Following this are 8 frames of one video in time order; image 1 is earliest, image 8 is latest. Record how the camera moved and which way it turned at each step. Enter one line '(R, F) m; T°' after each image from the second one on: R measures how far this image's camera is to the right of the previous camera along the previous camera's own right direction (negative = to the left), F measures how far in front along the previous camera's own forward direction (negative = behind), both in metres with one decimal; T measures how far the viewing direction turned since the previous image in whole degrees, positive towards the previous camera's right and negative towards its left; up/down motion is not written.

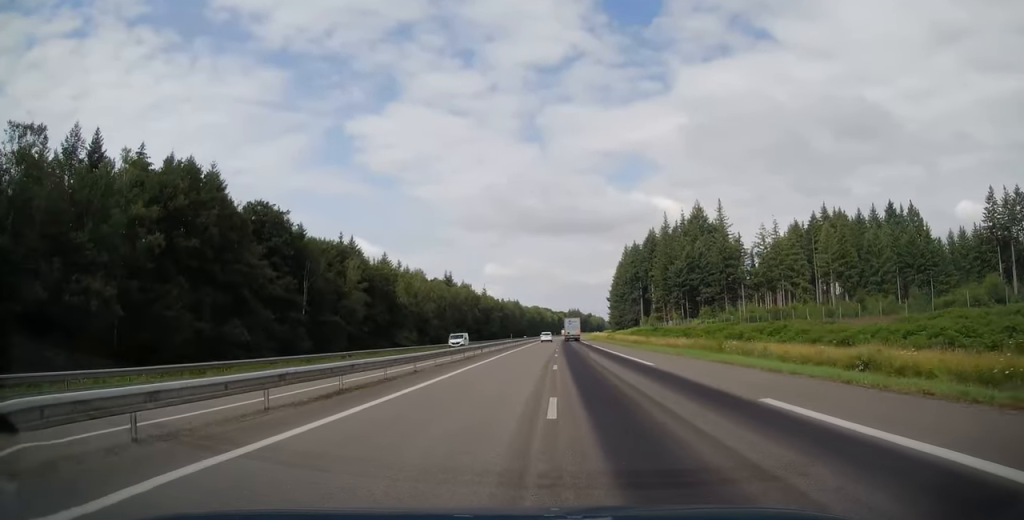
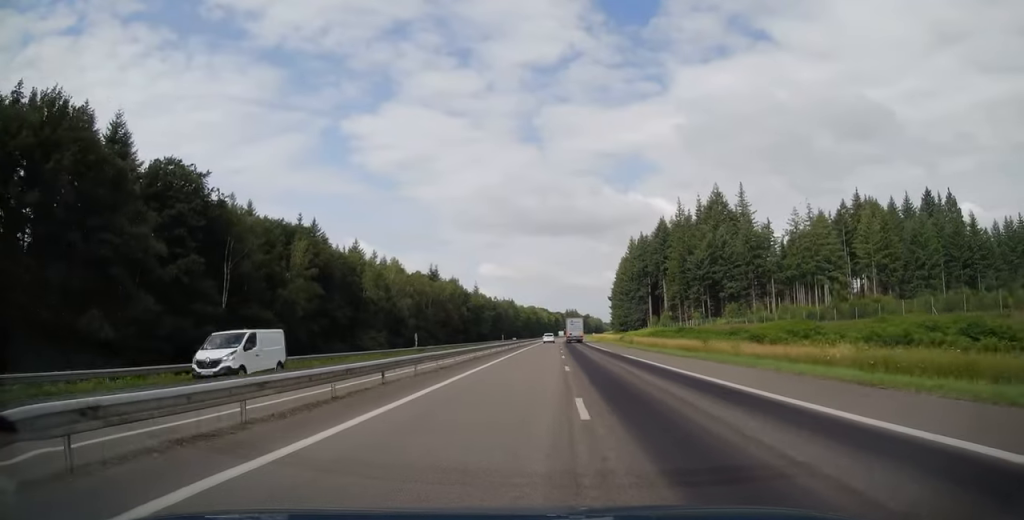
(0.0, +25.6) m; 0°
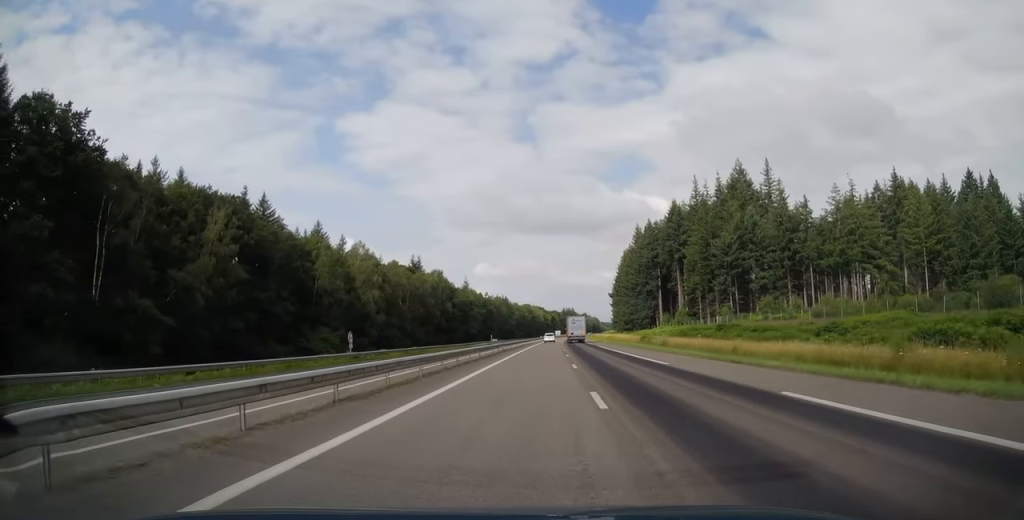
(0.0, +24.5) m; 0°
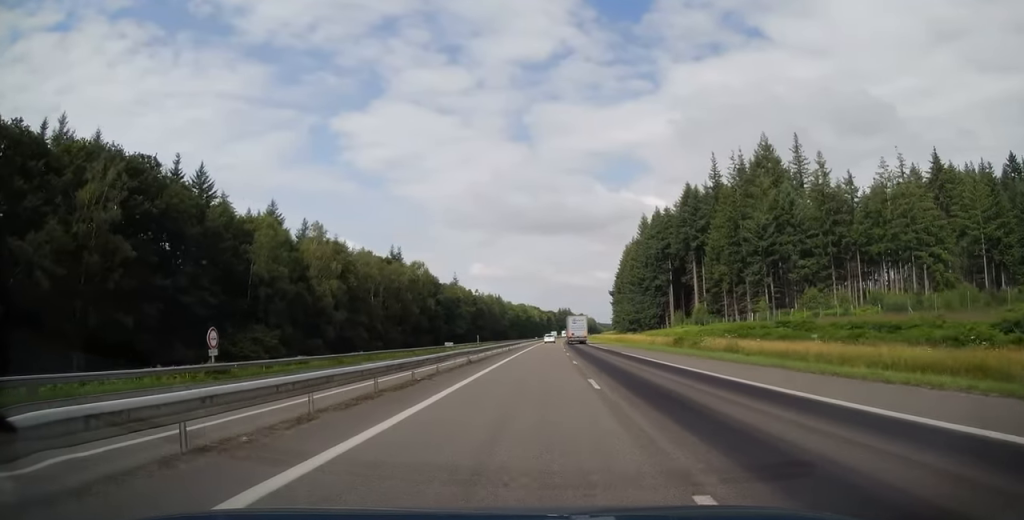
(0.0, +21.6) m; 0°
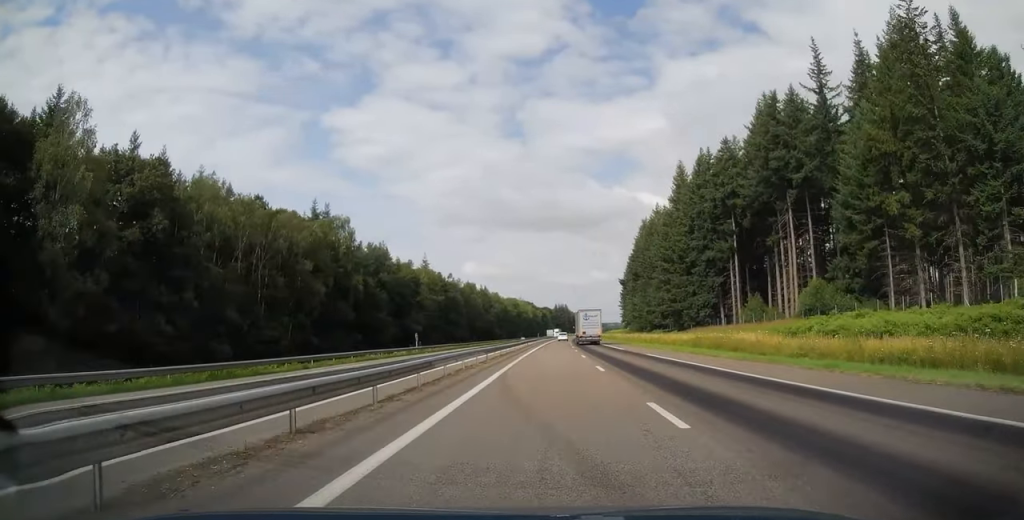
(+0.9, +57.6) m; +2°
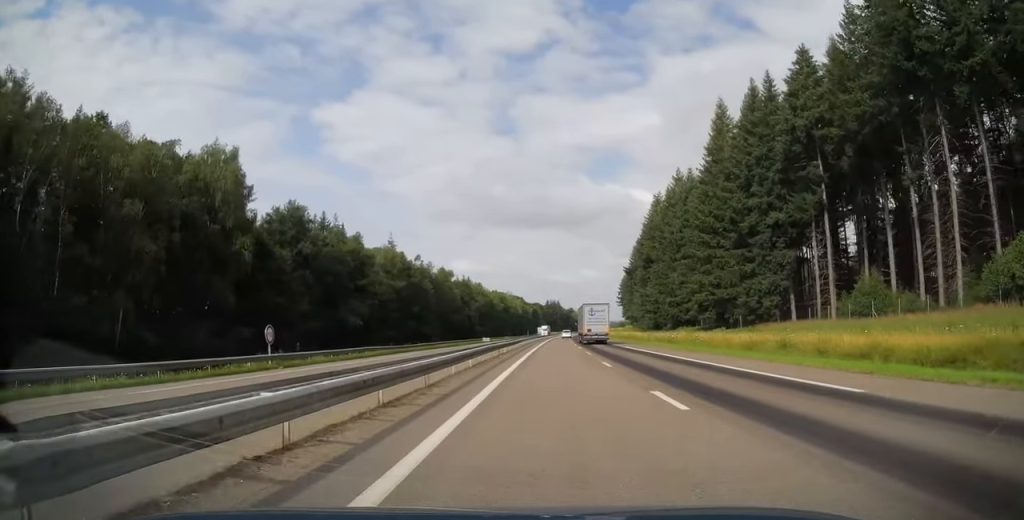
(0.0, +36.8) m; 0°
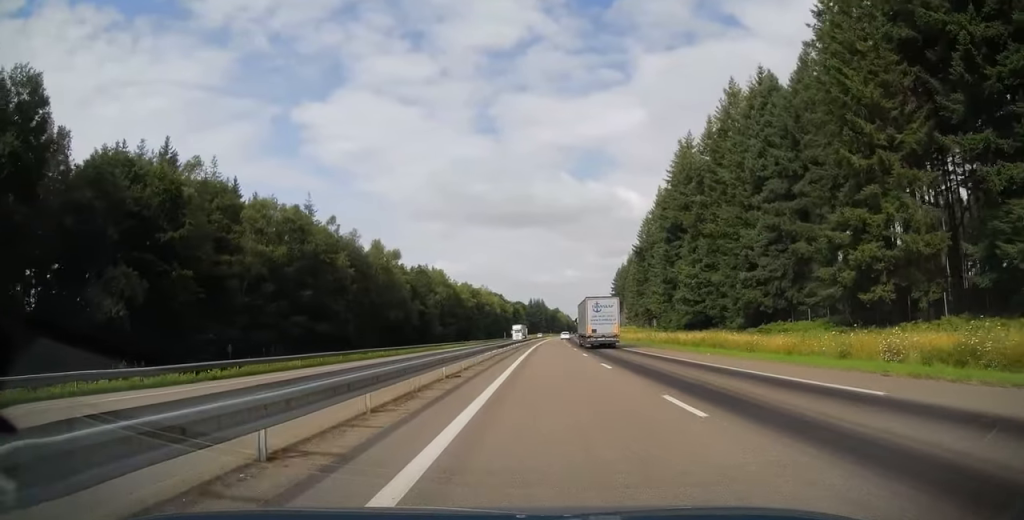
(+0.9, +51.8) m; +2°
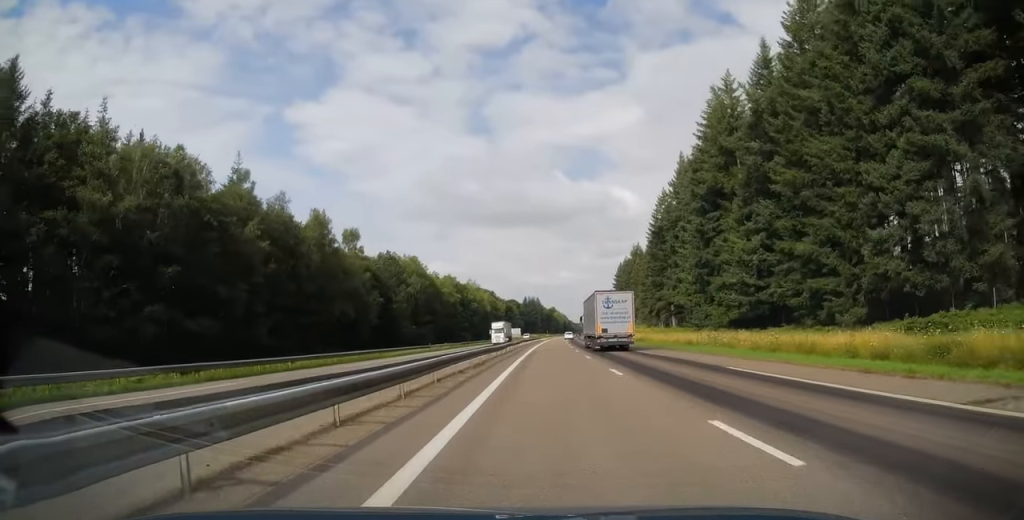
(+0.1, +29.0) m; 0°
